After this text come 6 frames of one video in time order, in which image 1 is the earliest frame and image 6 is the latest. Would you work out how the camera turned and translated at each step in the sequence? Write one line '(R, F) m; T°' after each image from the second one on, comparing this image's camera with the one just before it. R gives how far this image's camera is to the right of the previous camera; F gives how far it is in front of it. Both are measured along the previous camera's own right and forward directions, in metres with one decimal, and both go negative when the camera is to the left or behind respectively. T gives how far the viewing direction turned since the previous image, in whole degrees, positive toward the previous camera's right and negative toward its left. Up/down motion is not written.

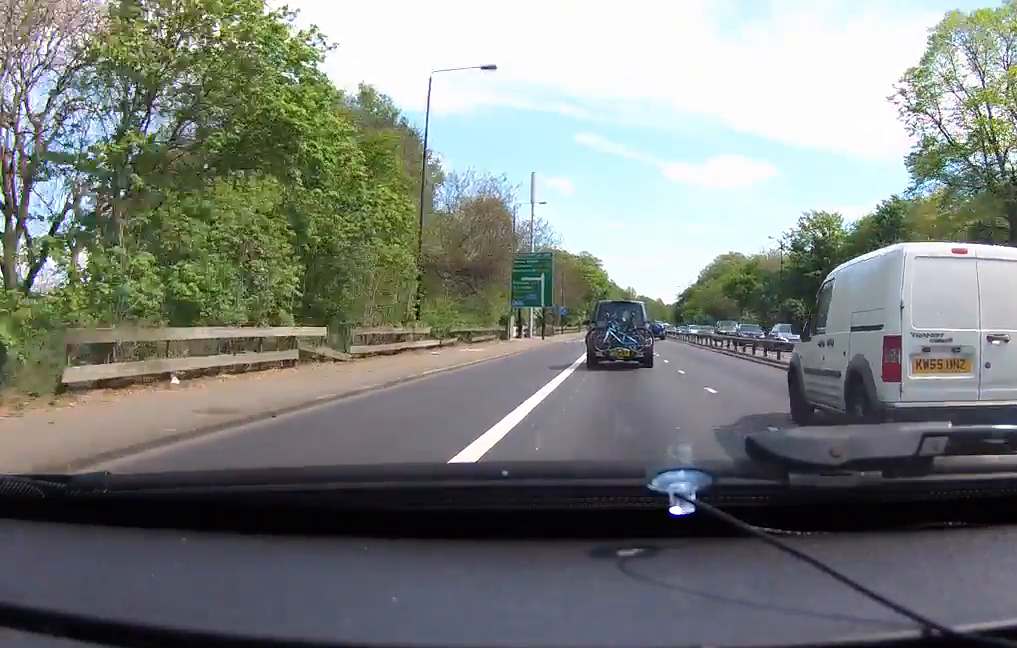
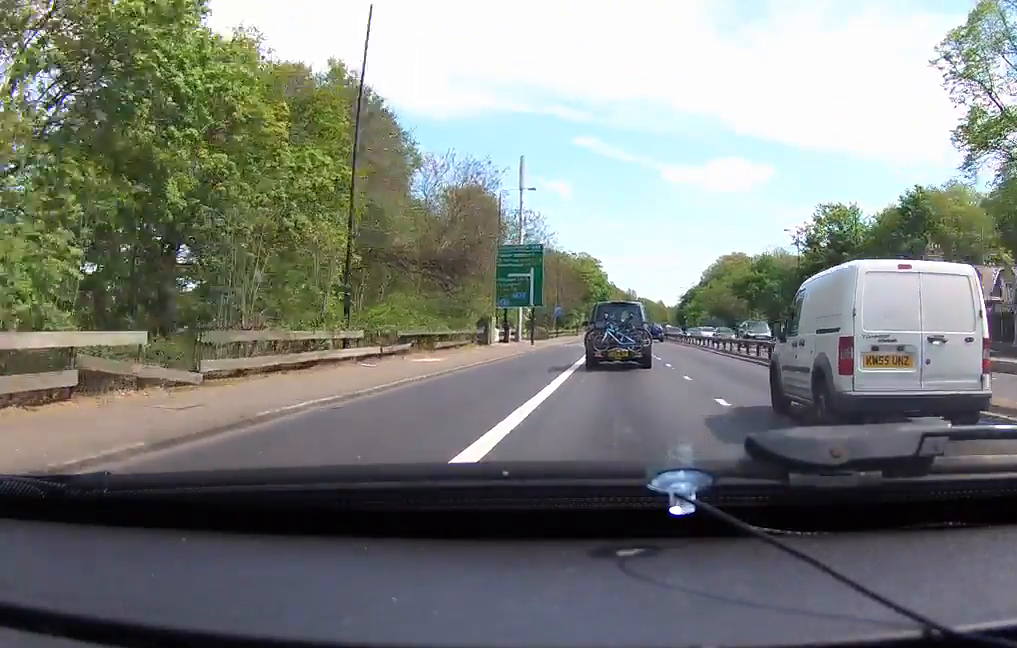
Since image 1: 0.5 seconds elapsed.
(0.0, +7.9) m; 0°
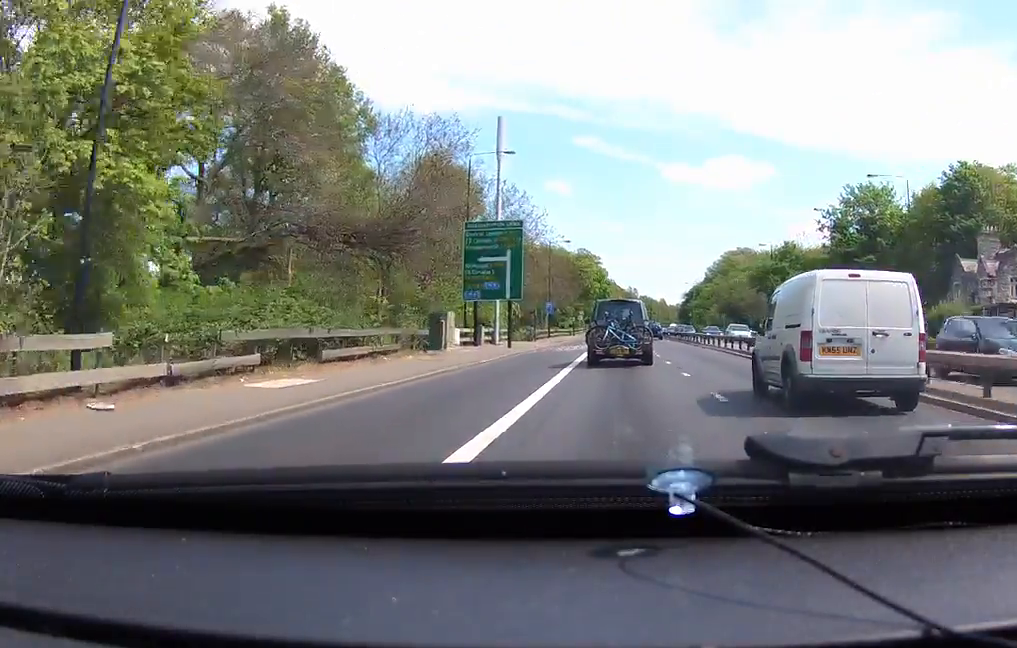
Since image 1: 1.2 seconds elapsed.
(0.0, +11.7) m; 0°
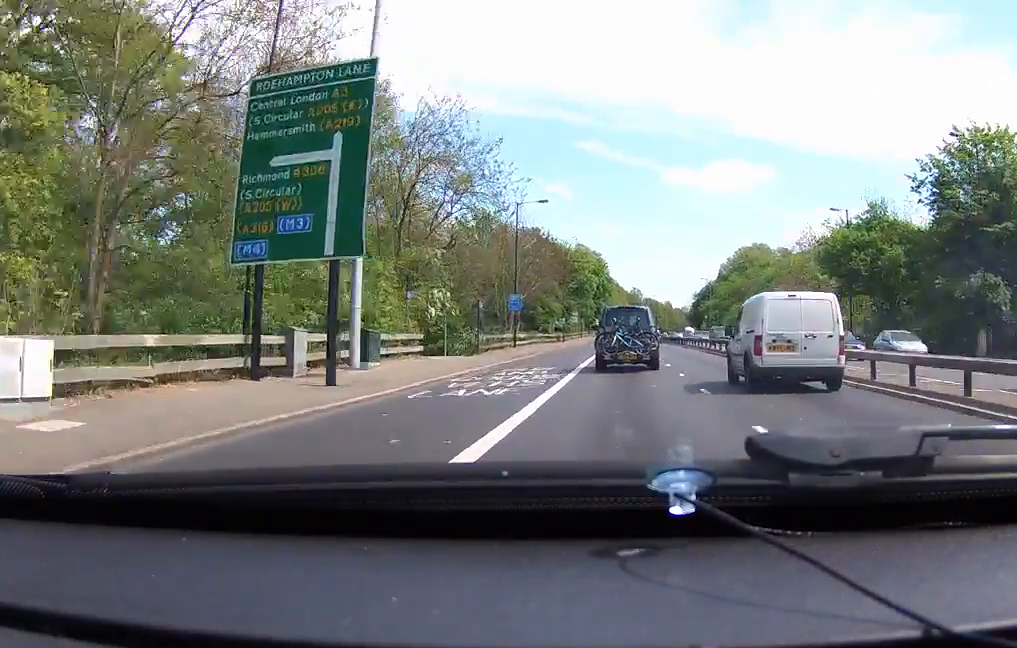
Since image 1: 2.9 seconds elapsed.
(0.0, +27.1) m; 0°
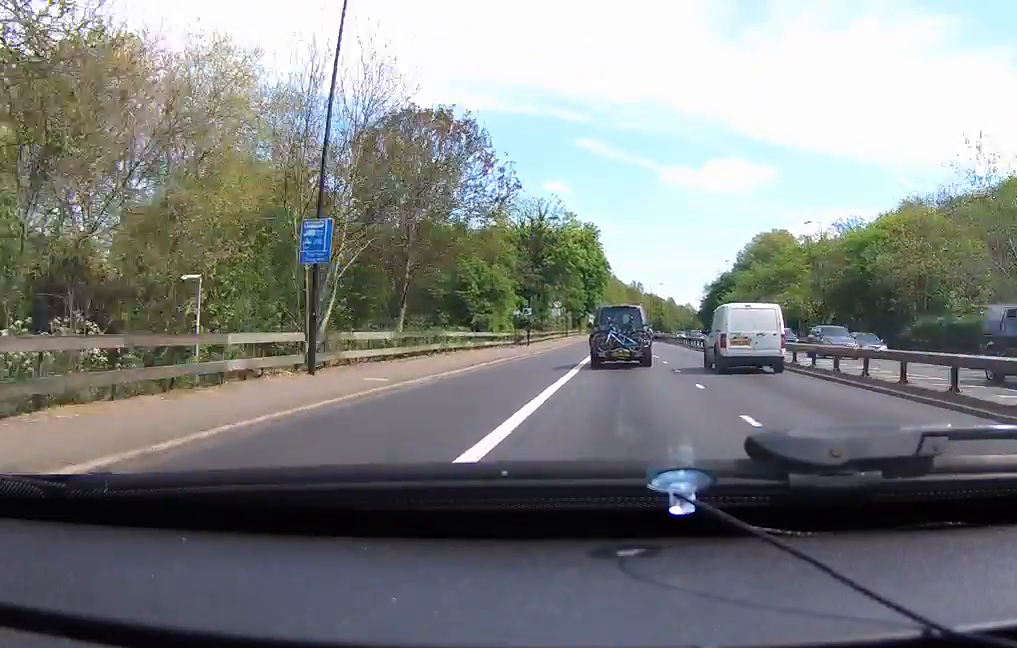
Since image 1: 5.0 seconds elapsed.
(+0.6, +35.0) m; 0°
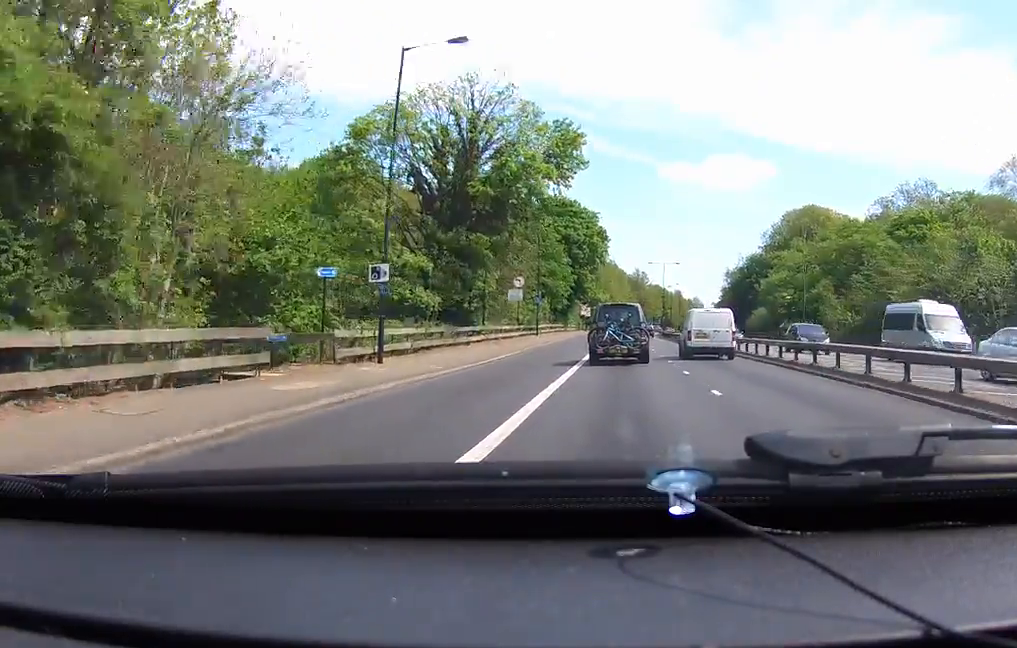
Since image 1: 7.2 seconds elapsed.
(-1.3, +37.9) m; -1°
